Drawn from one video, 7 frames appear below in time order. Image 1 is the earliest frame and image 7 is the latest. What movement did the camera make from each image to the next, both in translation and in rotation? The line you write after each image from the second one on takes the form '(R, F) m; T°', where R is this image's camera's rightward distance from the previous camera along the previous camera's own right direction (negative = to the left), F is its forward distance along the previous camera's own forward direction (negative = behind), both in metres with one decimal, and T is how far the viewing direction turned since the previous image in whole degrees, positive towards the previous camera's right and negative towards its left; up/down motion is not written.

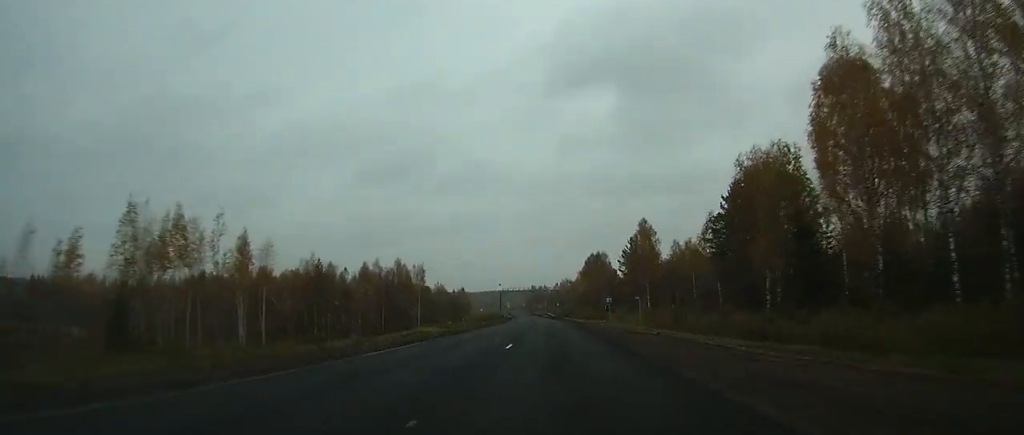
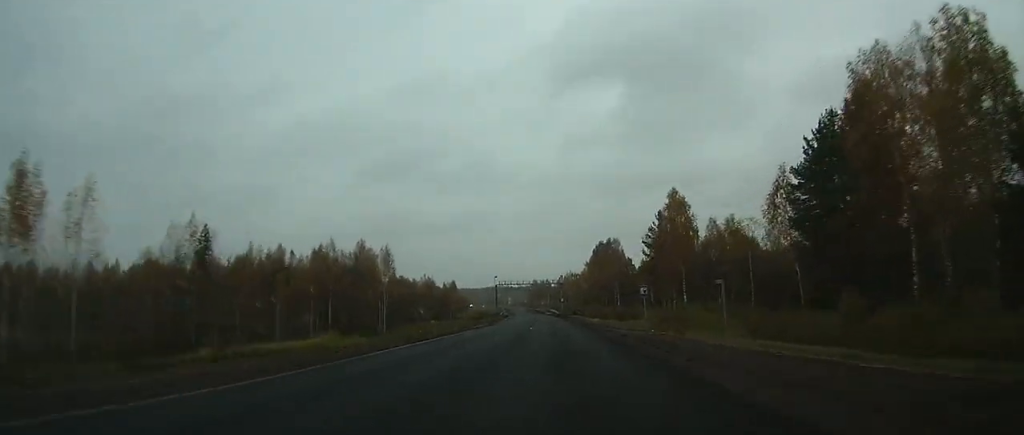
(0.0, +26.2) m; 0°
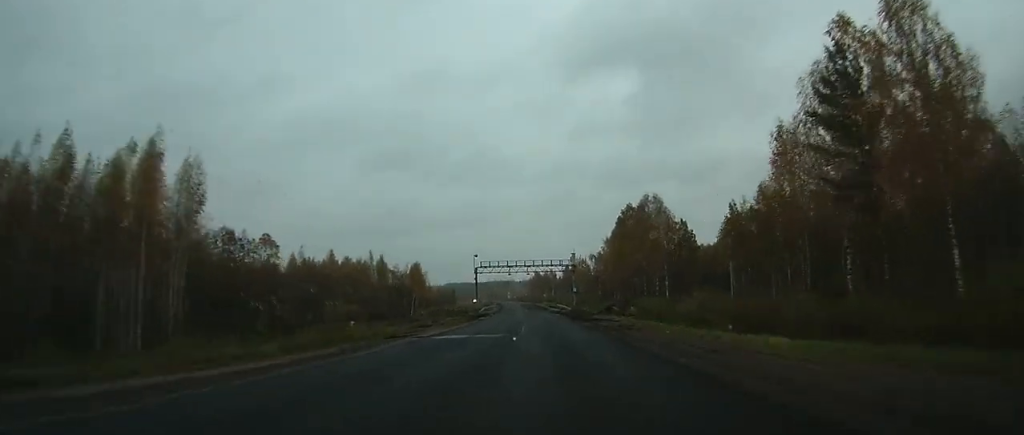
(-0.2, +54.2) m; -1°
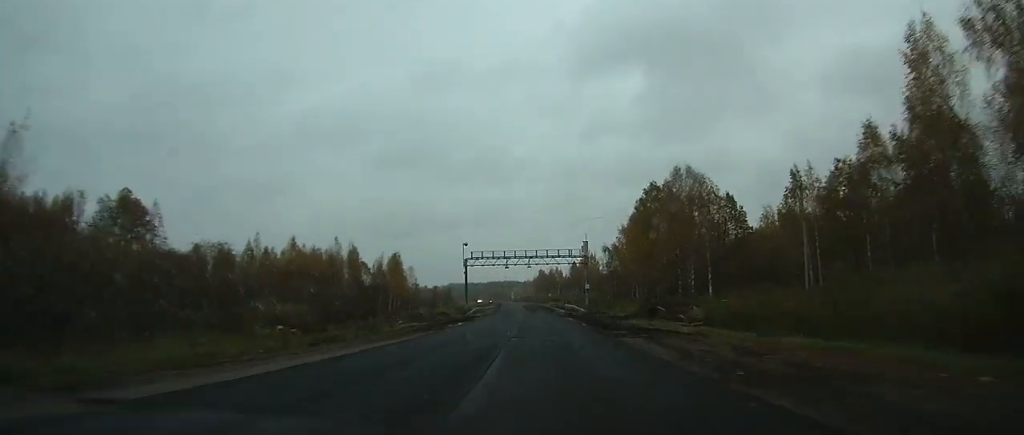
(-0.2, +20.8) m; -1°
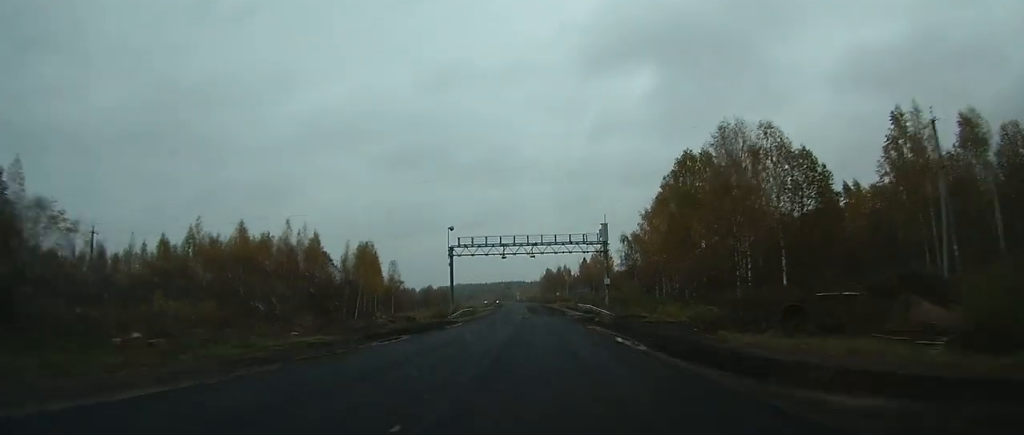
(-0.1, +20.4) m; -1°
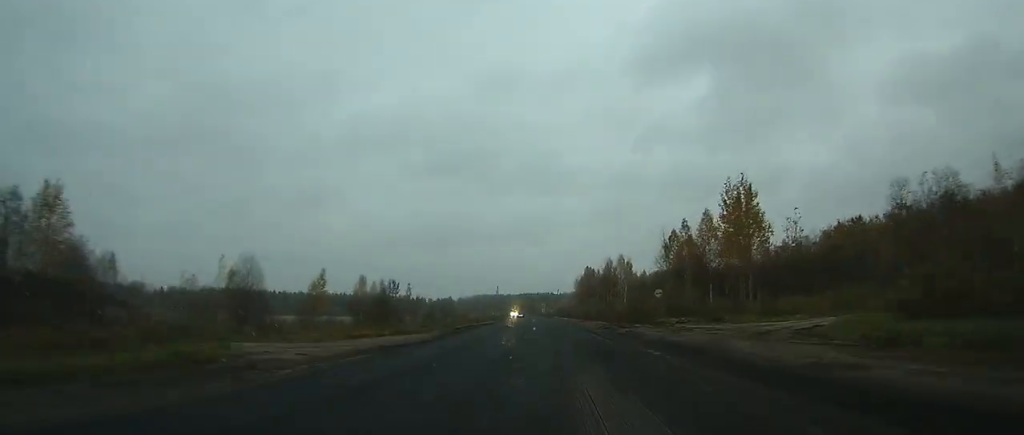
(-3.3, +113.9) m; -2°
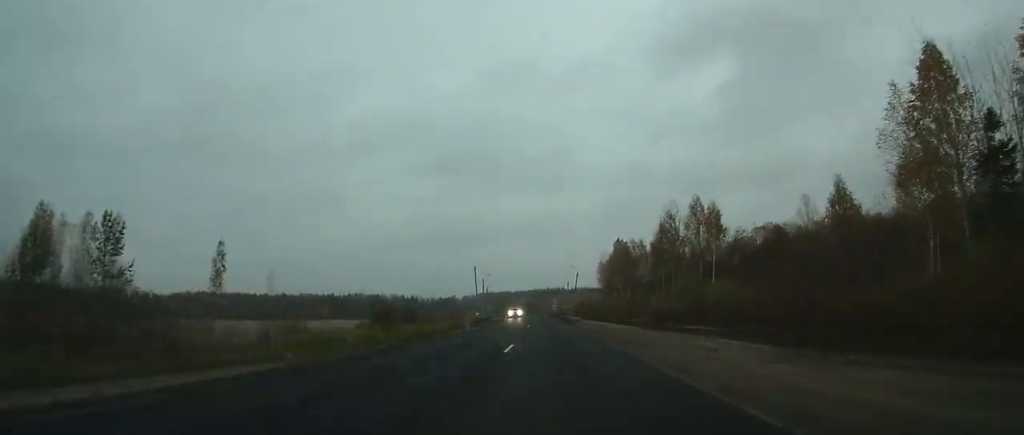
(-0.3, +71.8) m; -1°
